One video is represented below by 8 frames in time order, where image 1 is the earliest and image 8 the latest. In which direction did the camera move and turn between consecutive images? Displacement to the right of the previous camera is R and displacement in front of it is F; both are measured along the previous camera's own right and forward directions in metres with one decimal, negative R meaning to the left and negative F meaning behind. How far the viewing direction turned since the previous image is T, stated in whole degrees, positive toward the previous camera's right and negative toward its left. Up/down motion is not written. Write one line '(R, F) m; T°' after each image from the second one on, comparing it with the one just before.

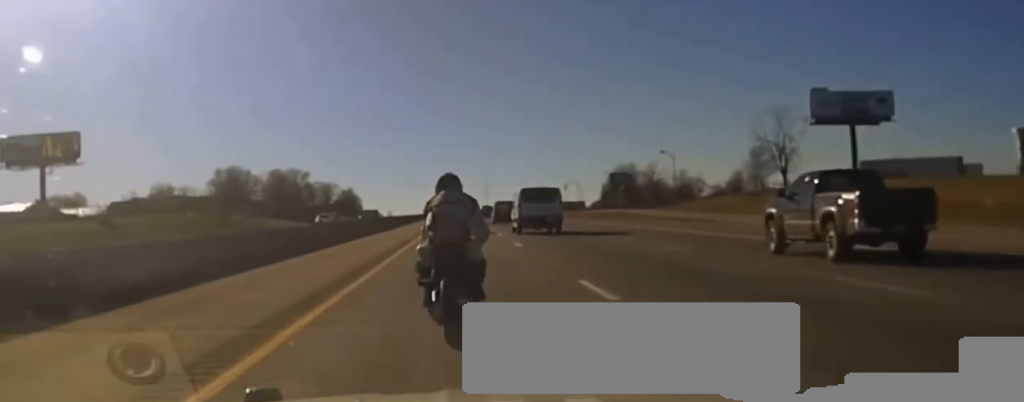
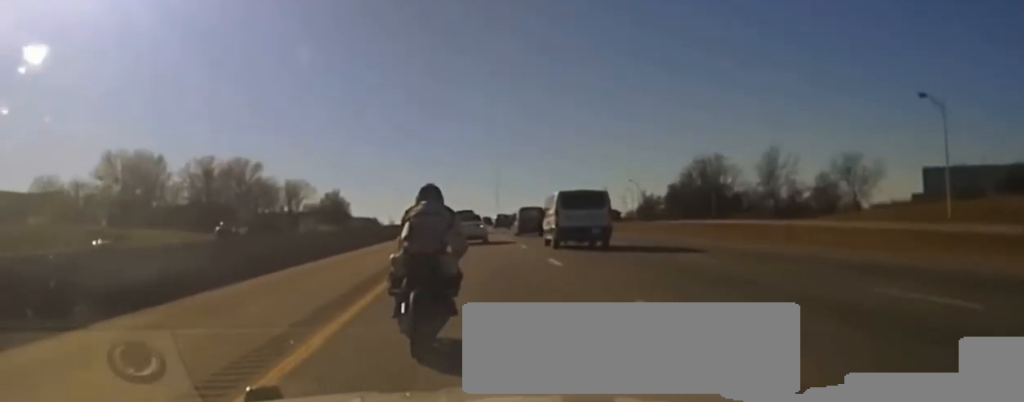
(-0.1, +79.4) m; 0°
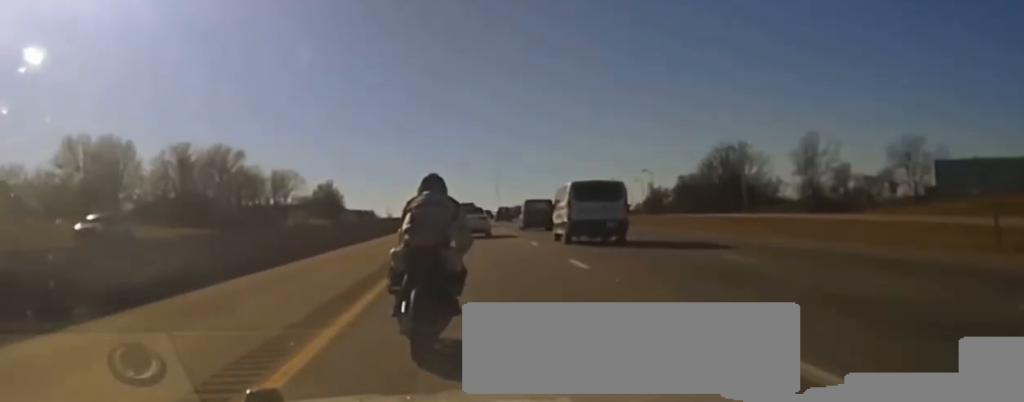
(-0.1, +15.8) m; 0°
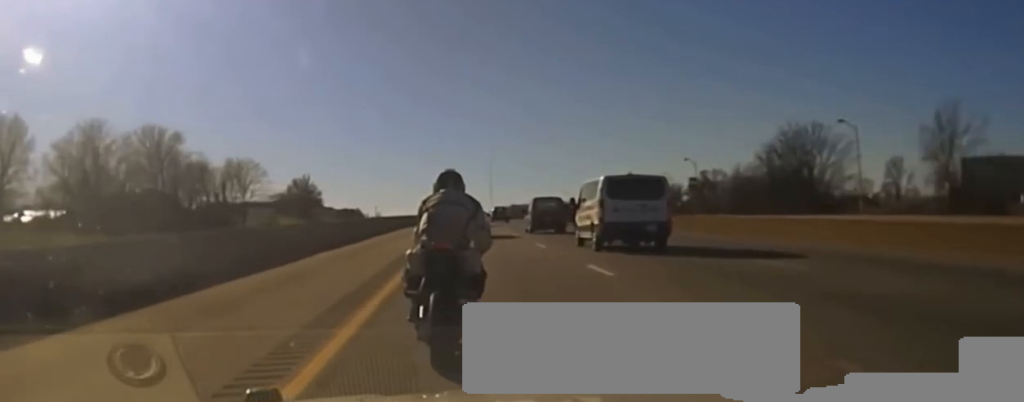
(+0.3, +38.6) m; +1°
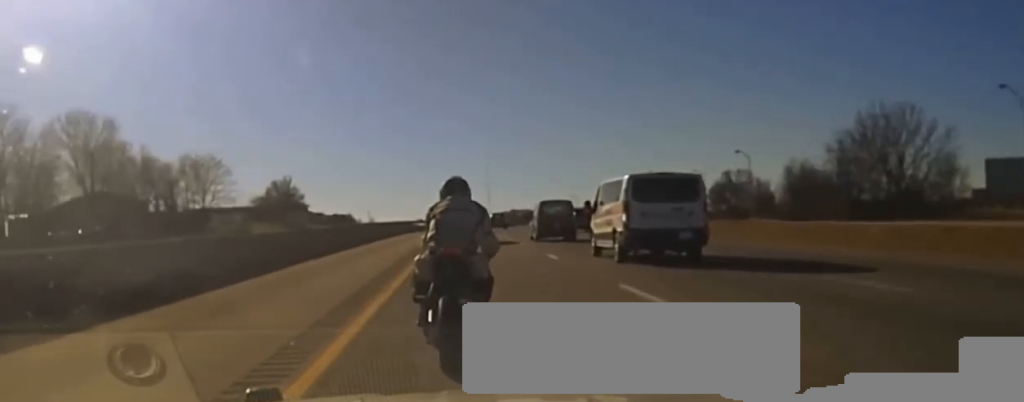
(+0.1, +26.7) m; 0°
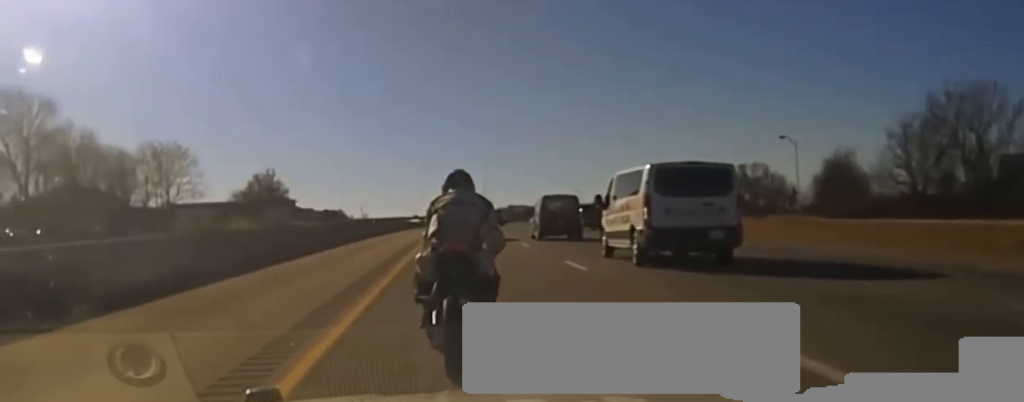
(0.0, +15.2) m; 0°
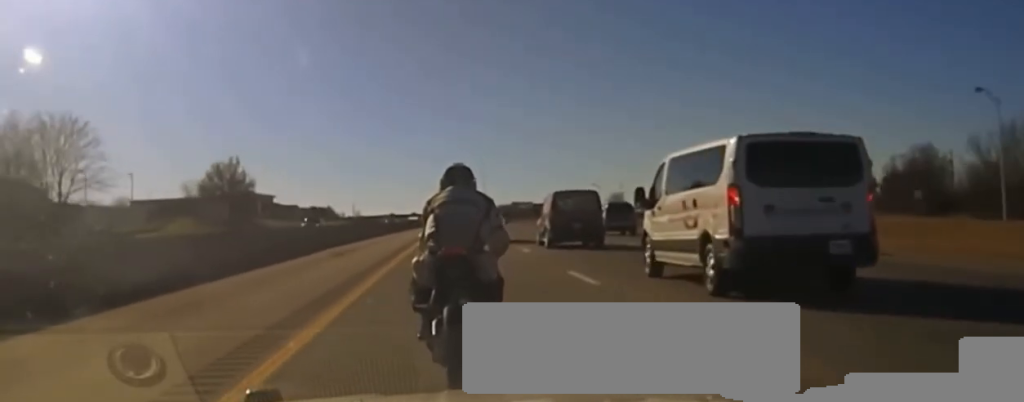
(-0.2, +36.0) m; 0°
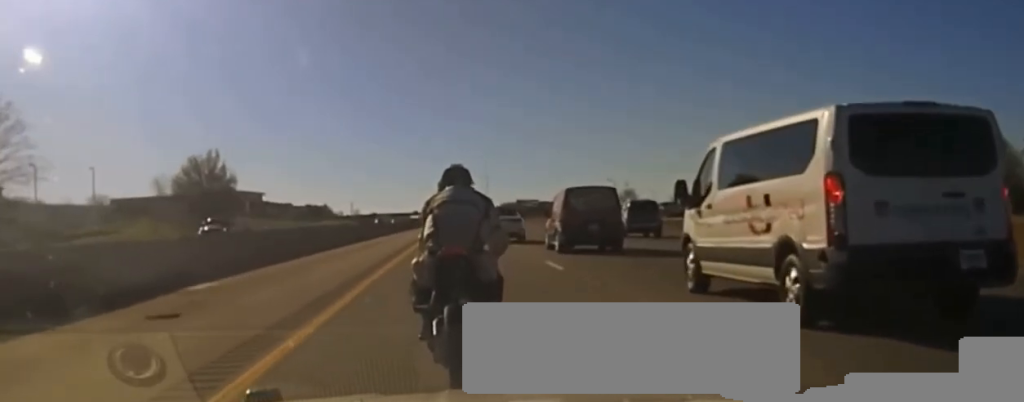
(0.0, +17.3) m; 0°
